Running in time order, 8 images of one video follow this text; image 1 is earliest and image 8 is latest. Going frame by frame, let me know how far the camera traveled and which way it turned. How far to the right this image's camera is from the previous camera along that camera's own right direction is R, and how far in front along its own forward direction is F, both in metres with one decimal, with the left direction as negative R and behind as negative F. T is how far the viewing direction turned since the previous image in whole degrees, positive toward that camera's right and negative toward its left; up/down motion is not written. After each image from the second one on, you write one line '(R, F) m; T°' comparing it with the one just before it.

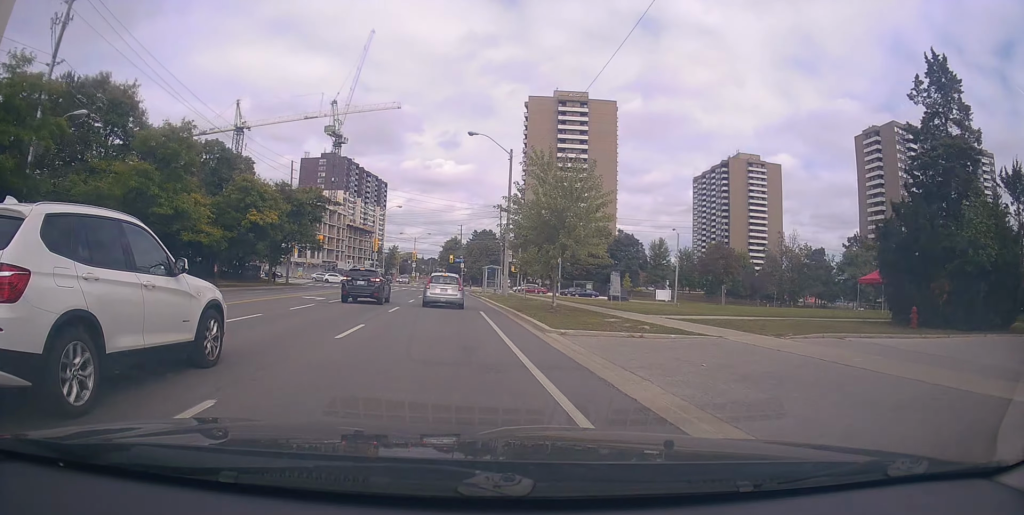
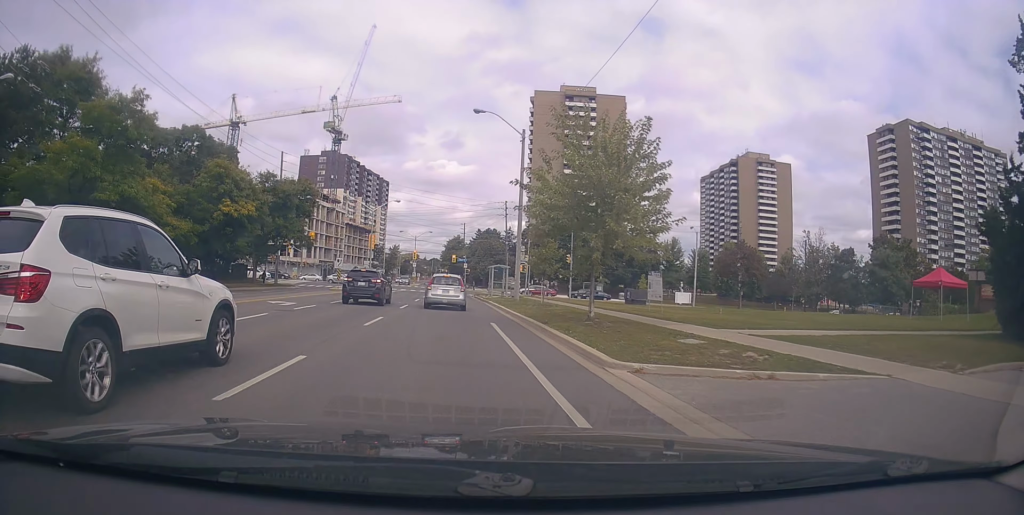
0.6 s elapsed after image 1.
(+0.2, +6.0) m; +1°
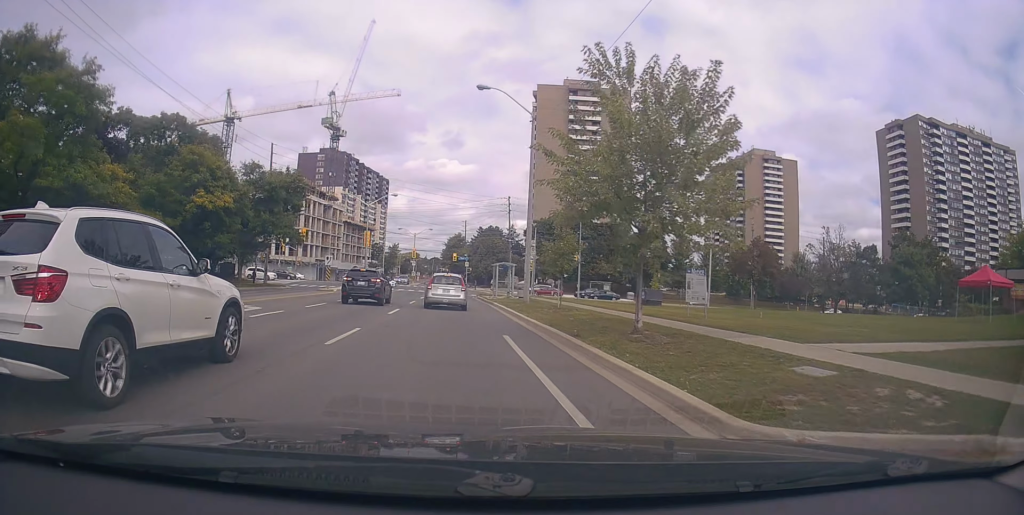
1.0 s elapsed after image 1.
(+0.1, +4.5) m; 0°
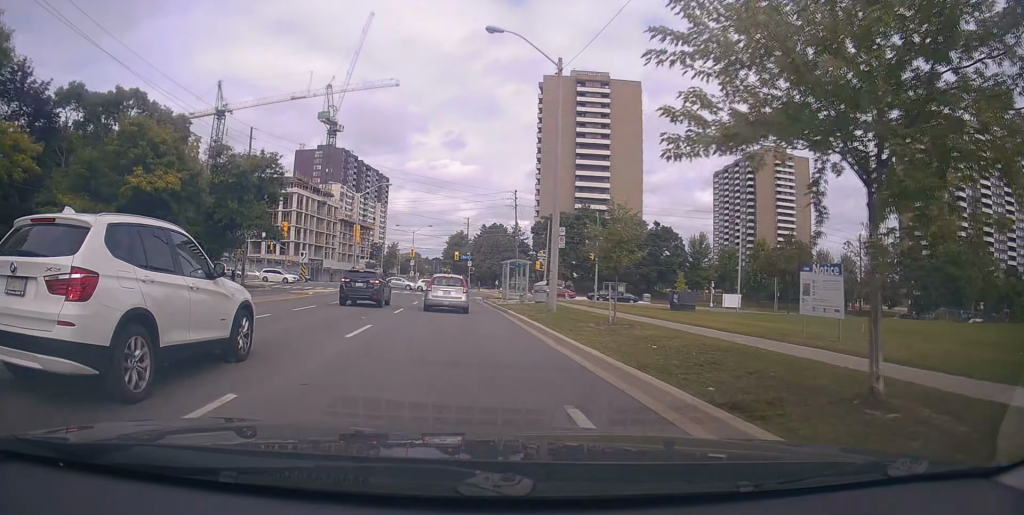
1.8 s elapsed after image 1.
(-0.1, +7.9) m; -2°
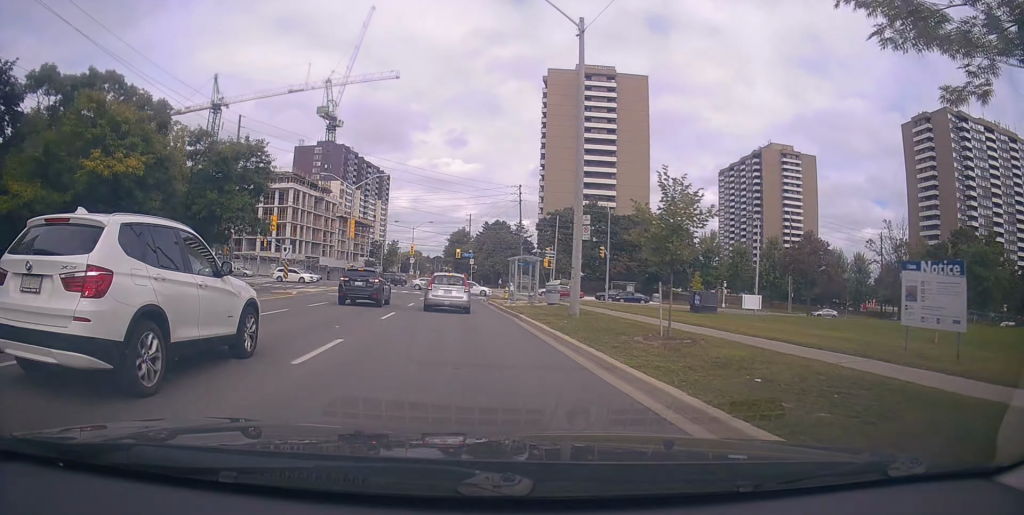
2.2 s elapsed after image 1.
(0.0, +4.2) m; -1°
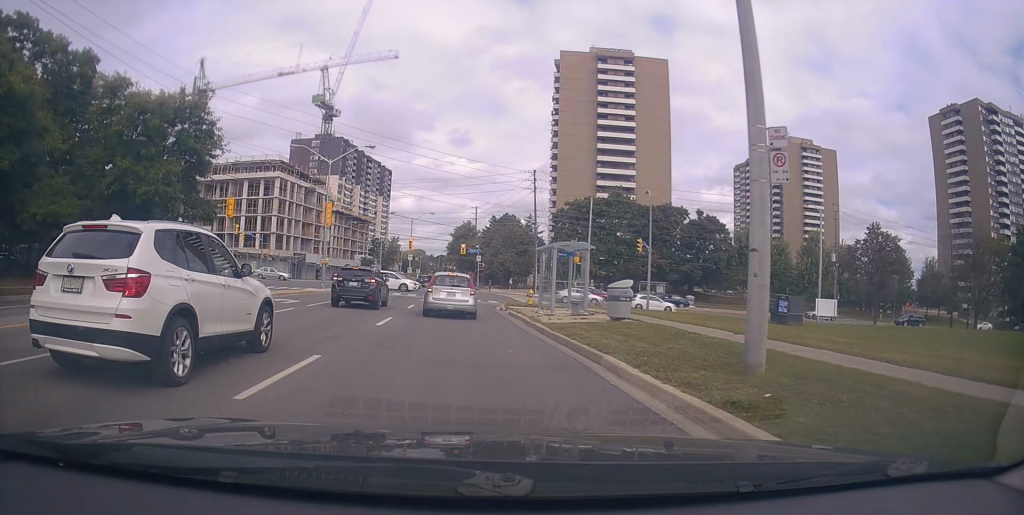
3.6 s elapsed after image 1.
(-0.2, +11.8) m; -1°
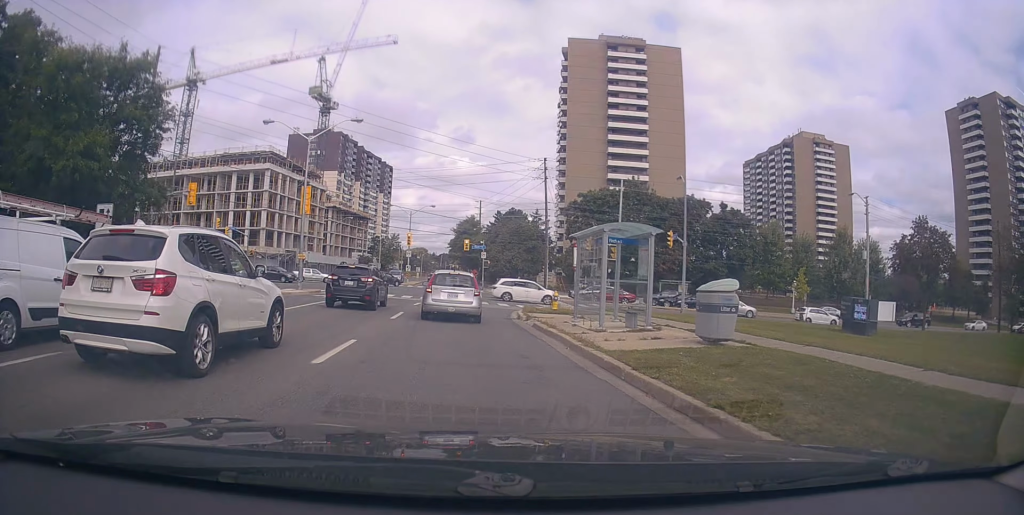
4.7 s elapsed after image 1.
(-0.1, +7.3) m; -1°
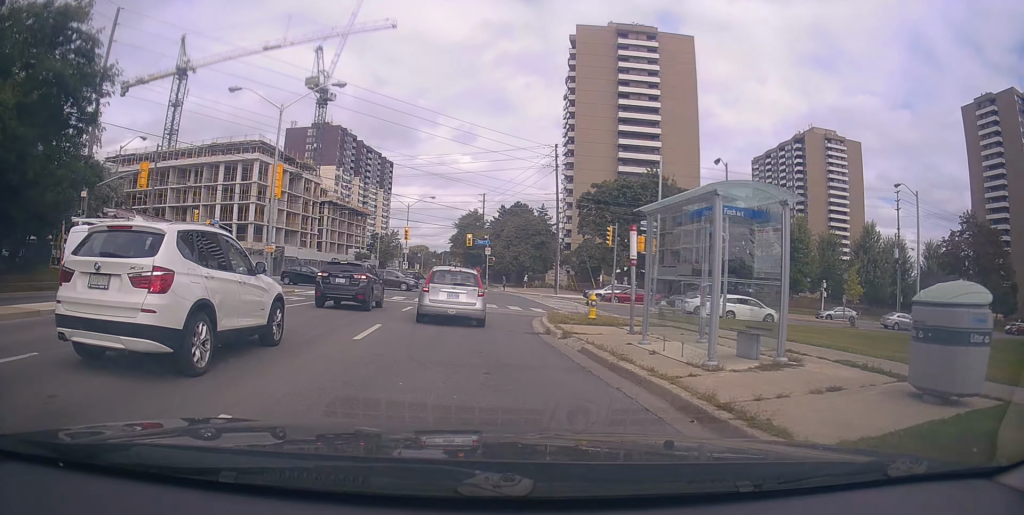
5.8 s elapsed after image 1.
(-0.1, +6.8) m; 0°
